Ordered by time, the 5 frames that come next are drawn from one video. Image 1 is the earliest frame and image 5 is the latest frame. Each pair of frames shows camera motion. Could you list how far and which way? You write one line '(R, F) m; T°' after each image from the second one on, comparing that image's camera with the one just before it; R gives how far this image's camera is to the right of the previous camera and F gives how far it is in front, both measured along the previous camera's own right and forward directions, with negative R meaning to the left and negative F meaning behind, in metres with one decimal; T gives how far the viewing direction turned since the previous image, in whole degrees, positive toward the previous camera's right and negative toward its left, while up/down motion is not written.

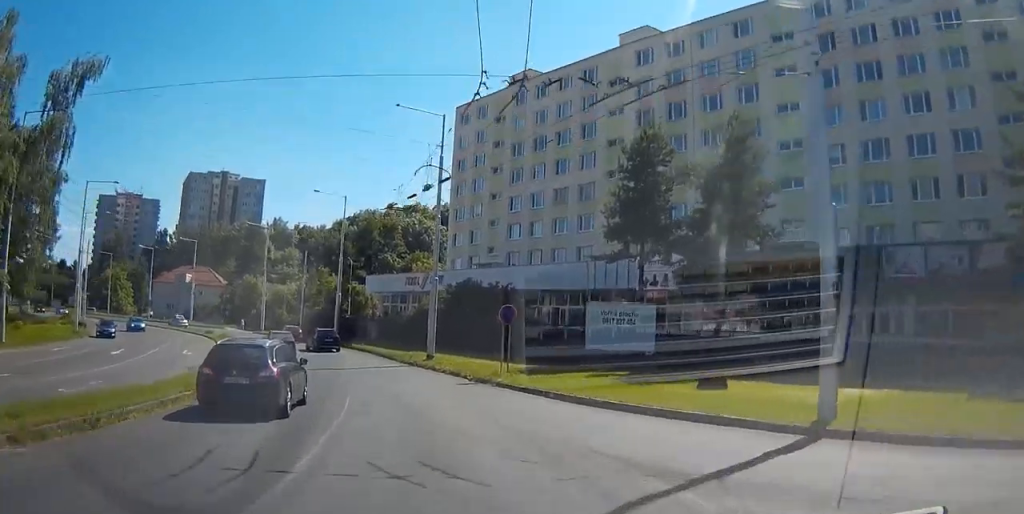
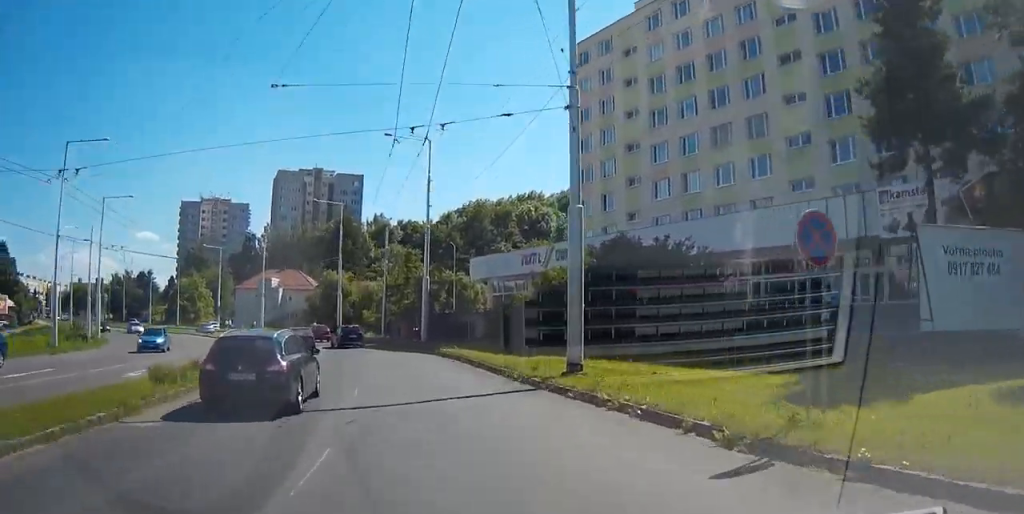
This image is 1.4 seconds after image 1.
(-2.3, +18.4) m; -10°
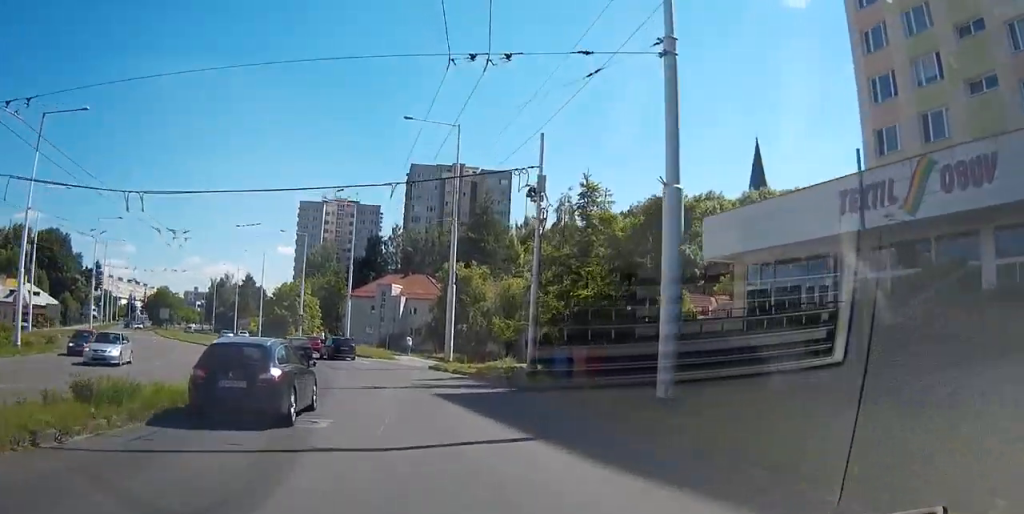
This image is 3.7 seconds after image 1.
(-3.0, +30.8) m; -13°
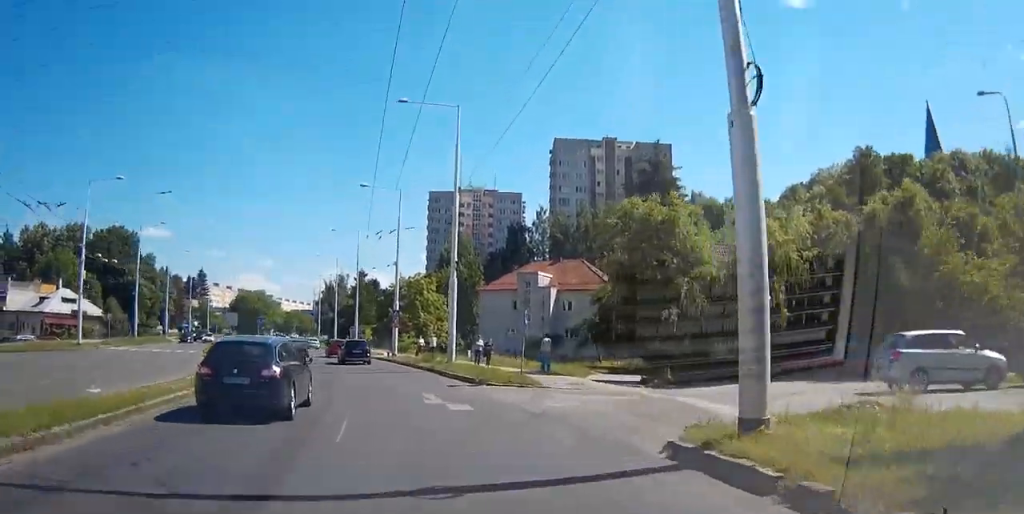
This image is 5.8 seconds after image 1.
(-2.5, +28.0) m; -12°
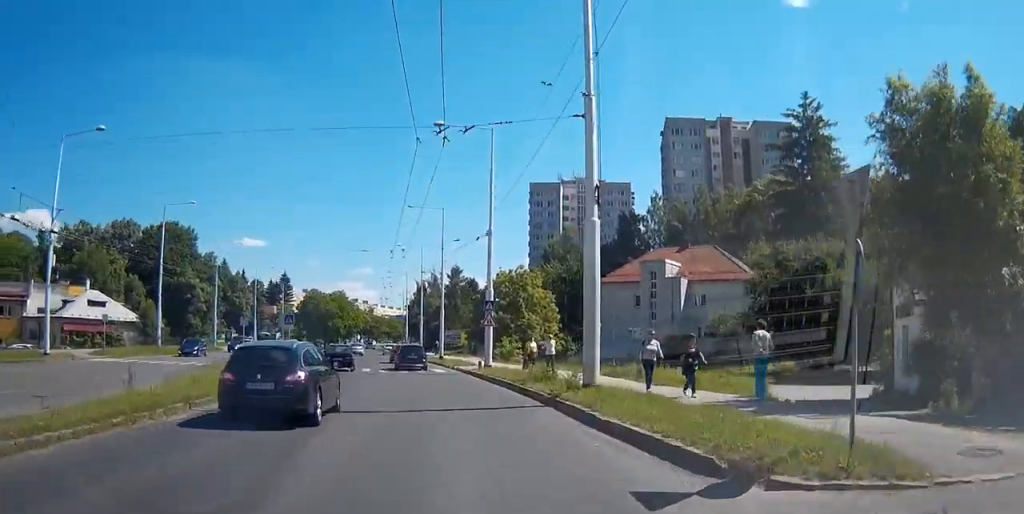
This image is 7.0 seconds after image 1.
(-1.4, +16.6) m; -8°
